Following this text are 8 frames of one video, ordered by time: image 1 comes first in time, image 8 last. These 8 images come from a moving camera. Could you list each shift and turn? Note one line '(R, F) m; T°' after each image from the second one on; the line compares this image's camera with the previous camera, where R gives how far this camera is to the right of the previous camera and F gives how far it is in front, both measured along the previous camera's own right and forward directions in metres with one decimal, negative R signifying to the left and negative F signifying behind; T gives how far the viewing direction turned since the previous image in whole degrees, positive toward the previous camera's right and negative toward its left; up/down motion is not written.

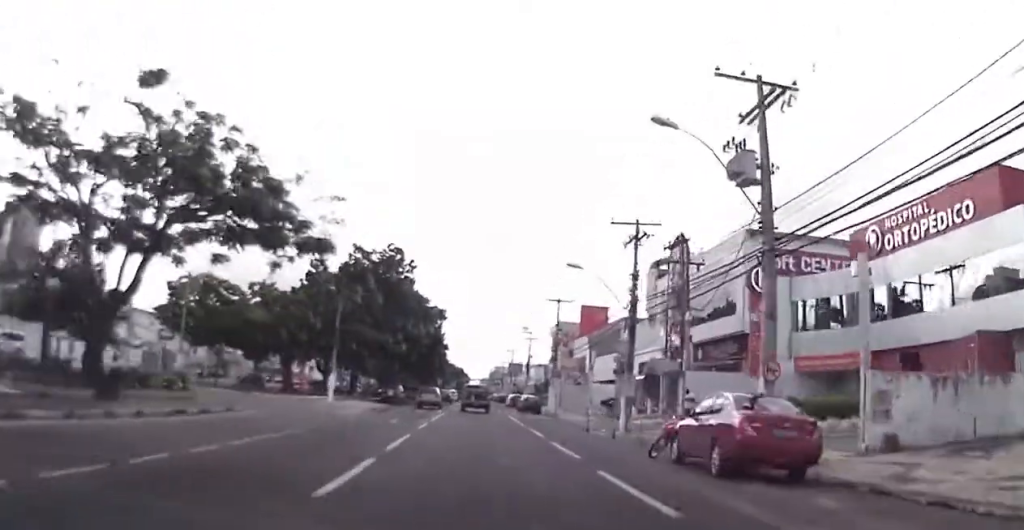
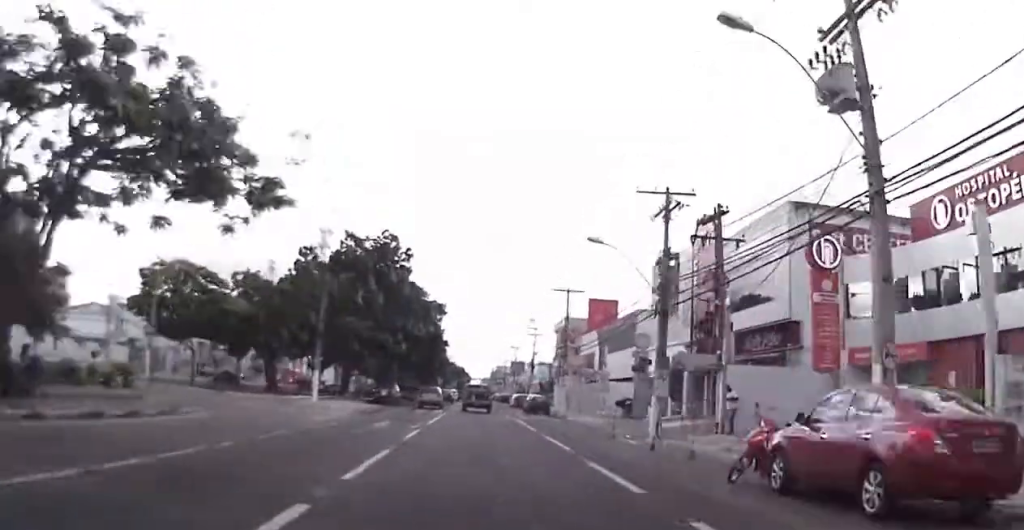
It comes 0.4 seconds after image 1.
(-0.1, +4.8) m; +1°
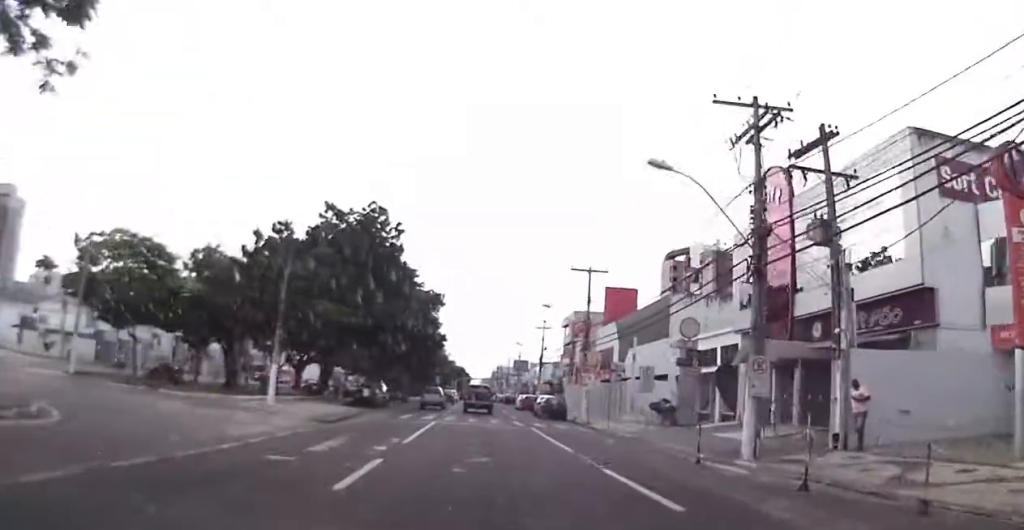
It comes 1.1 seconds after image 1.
(+0.3, +8.8) m; 0°
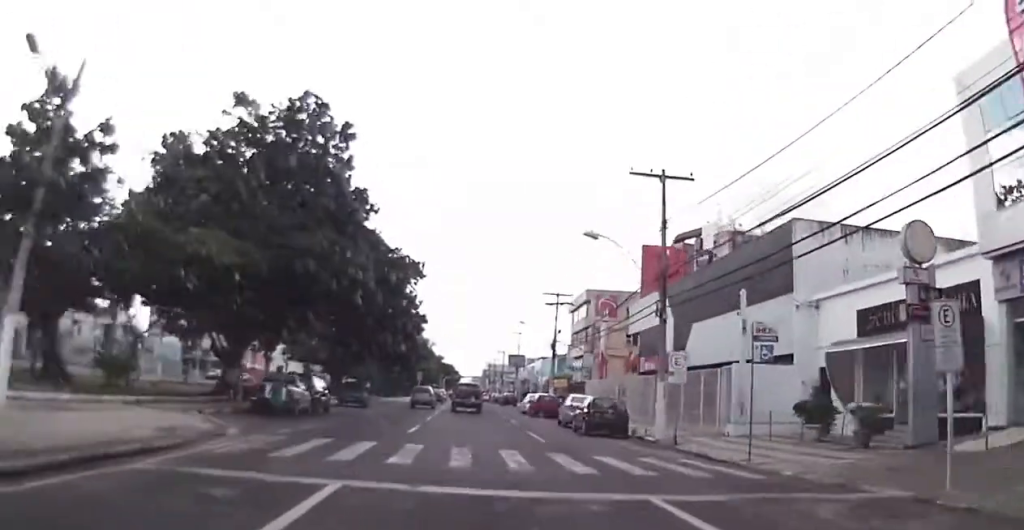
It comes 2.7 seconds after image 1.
(-0.5, +18.3) m; -2°
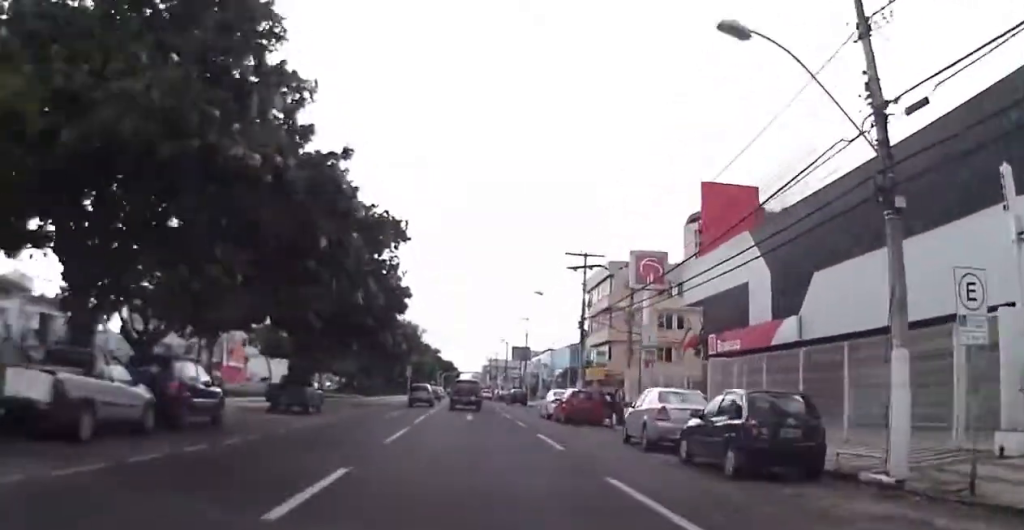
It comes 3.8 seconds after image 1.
(+0.3, +13.9) m; +2°
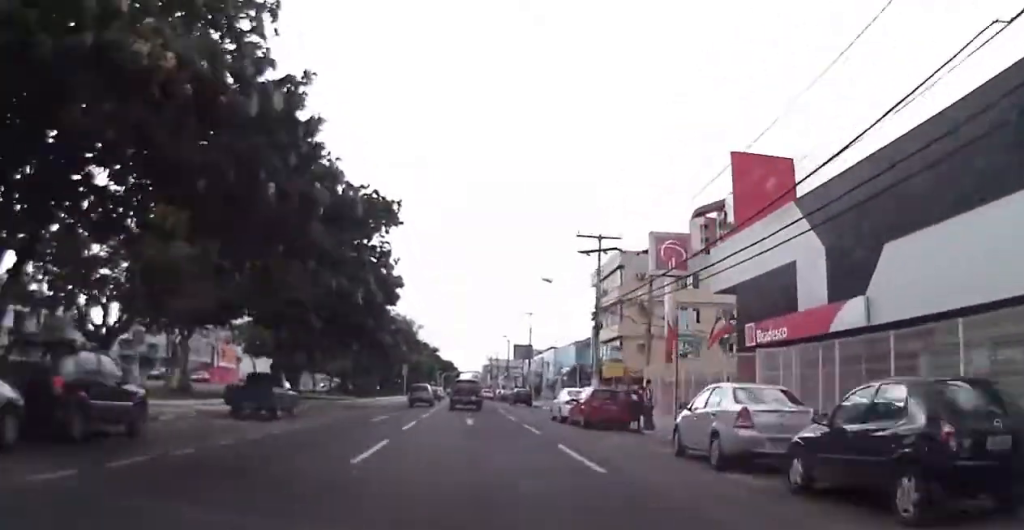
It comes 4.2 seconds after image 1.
(+0.2, +4.7) m; 0°
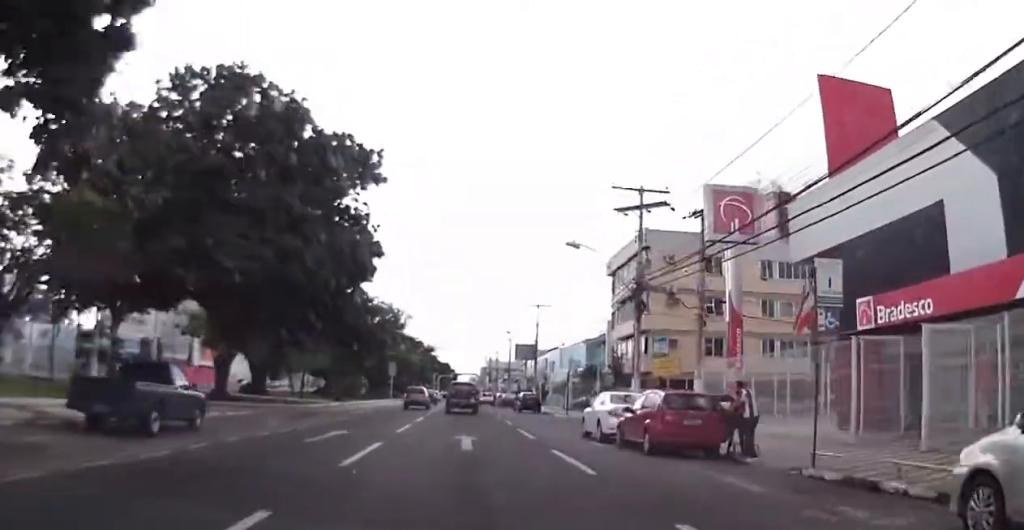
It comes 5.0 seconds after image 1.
(-0.1, +8.9) m; -1°
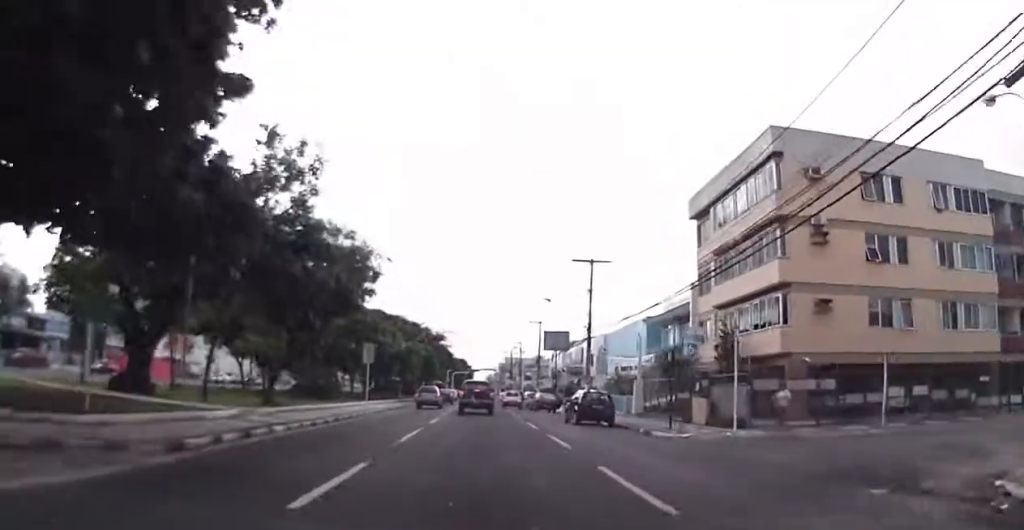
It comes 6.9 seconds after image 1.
(0.0, +21.3) m; +2°
